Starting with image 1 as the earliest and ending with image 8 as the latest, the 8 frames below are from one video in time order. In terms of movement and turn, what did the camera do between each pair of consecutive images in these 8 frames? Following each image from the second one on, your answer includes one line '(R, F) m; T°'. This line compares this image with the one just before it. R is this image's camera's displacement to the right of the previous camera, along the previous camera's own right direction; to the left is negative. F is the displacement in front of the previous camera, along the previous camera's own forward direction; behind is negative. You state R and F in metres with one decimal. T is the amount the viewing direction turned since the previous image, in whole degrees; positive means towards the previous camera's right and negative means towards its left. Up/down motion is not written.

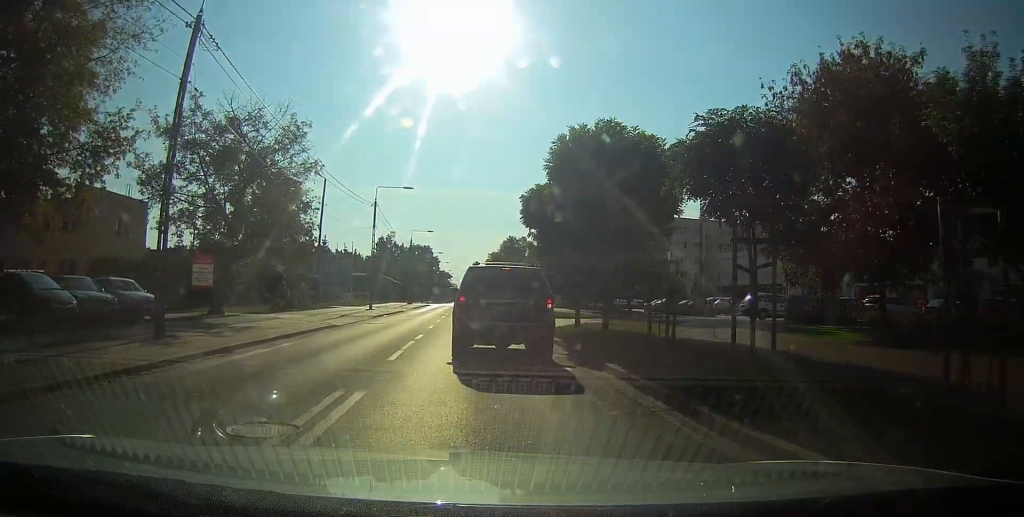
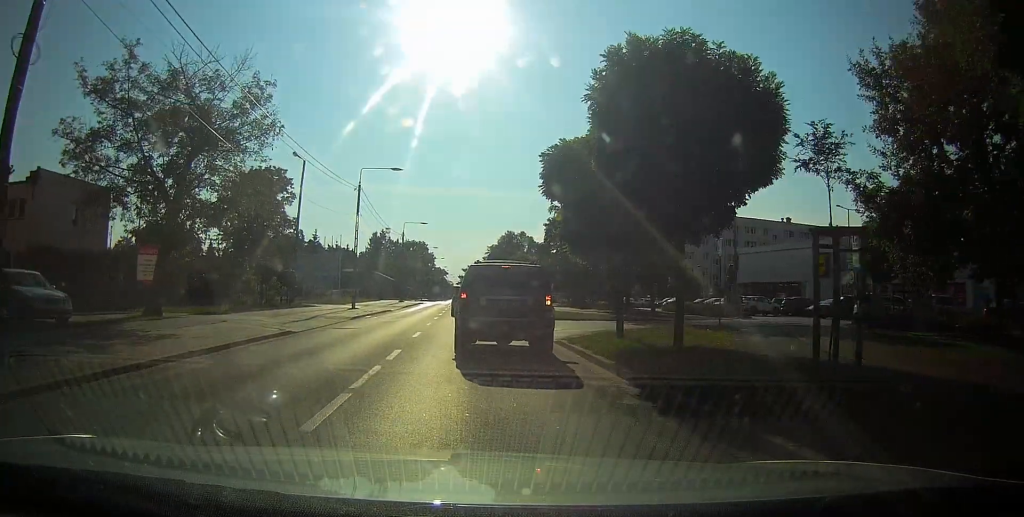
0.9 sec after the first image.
(0.0, +6.5) m; 0°
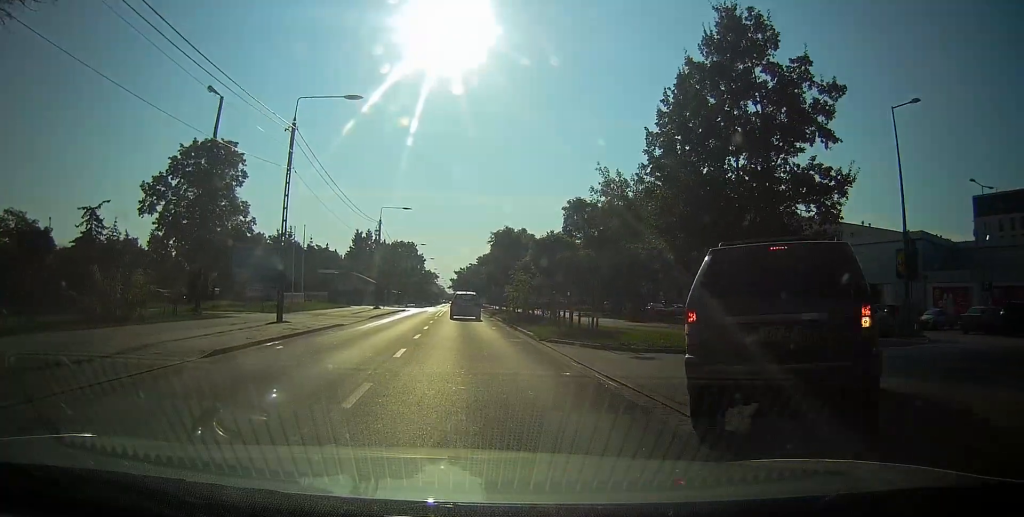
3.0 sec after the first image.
(0.0, +18.0) m; +1°
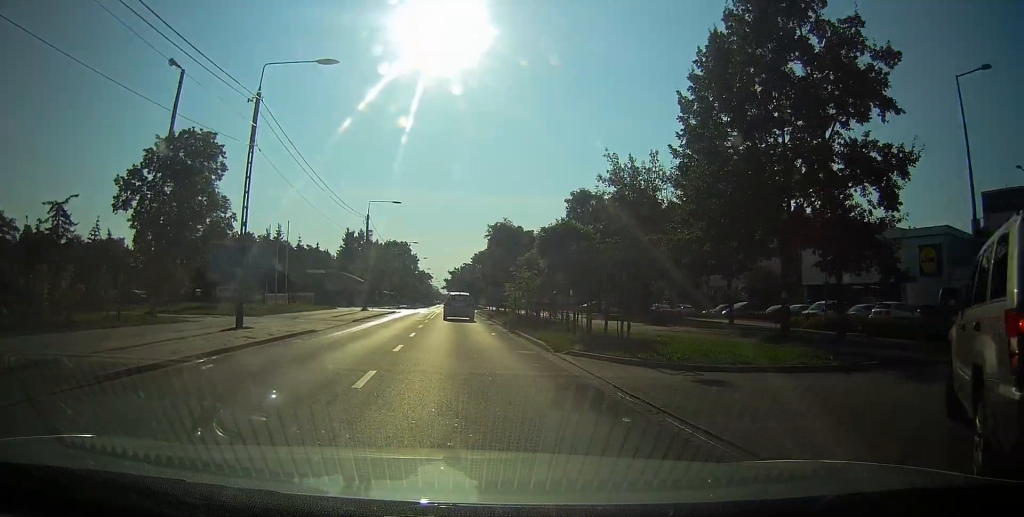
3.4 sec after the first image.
(0.0, +4.3) m; 0°
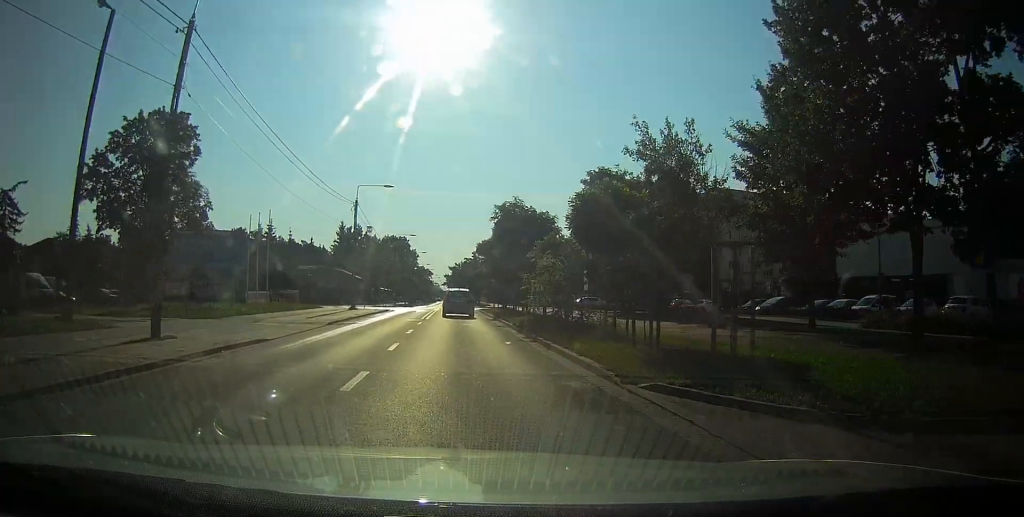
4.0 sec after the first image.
(0.0, +6.6) m; 0°
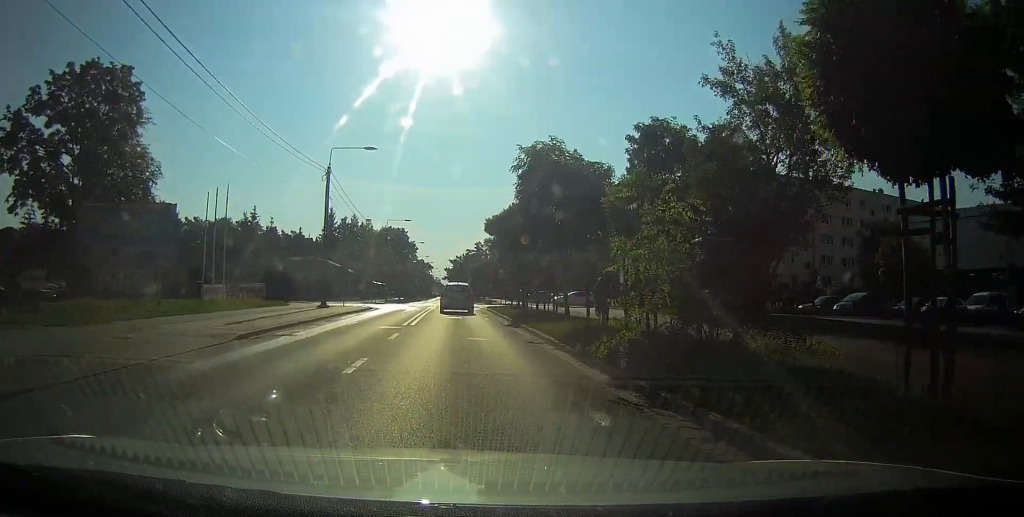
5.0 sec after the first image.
(0.0, +10.9) m; 0°
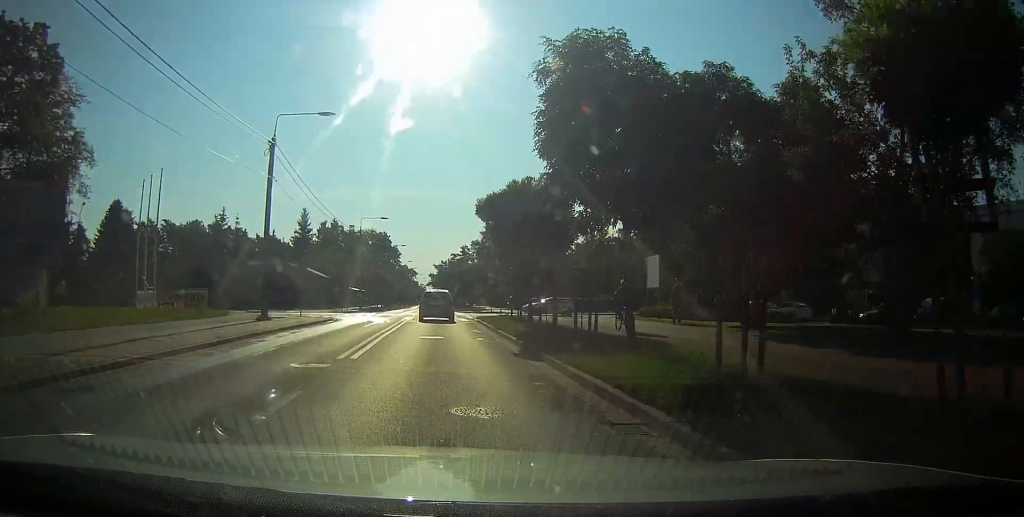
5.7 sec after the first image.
(0.0, +9.2) m; 0°
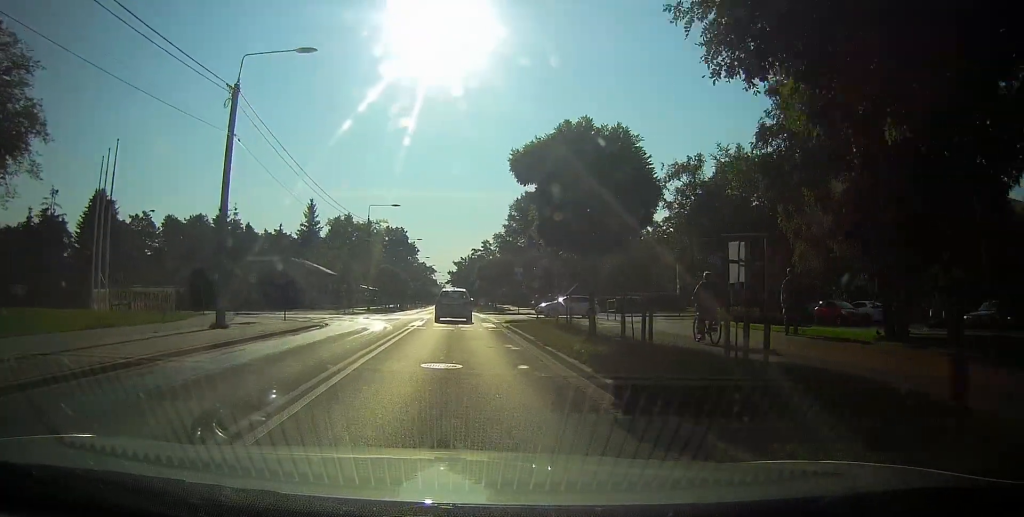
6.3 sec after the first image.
(-0.1, +7.9) m; 0°
